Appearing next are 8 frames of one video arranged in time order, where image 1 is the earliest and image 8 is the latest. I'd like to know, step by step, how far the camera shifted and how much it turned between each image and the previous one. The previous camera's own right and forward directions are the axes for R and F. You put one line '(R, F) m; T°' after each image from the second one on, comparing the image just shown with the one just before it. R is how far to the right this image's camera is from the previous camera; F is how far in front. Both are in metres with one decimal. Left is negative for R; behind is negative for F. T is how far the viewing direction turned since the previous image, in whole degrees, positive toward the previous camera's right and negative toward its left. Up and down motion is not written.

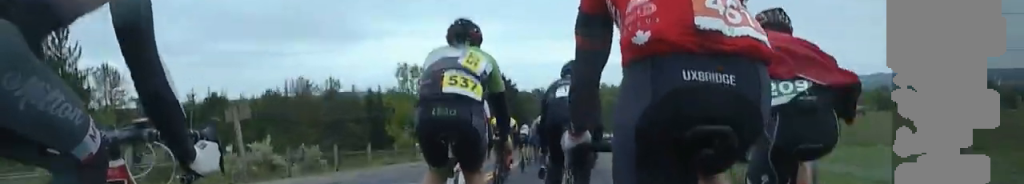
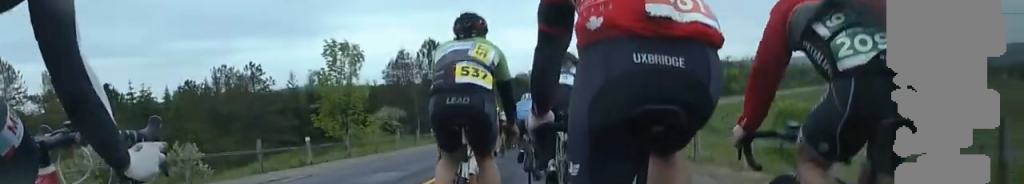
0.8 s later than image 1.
(0.0, +9.9) m; 0°
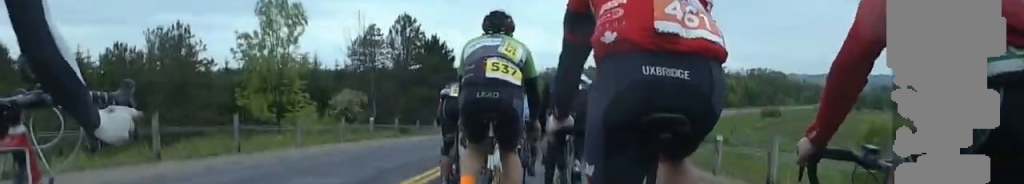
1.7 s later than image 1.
(0.0, +10.2) m; 0°
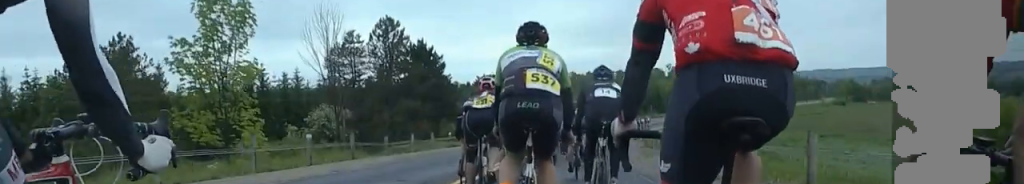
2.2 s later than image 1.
(0.0, +6.3) m; +1°
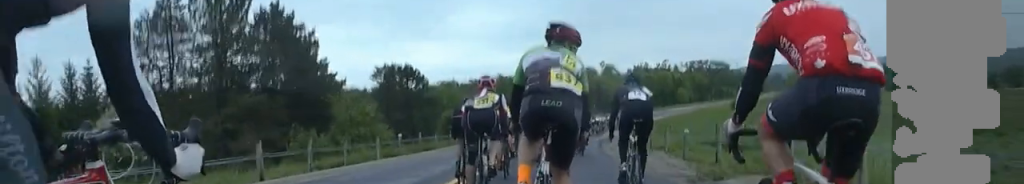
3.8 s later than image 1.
(+0.3, +19.4) m; -1°
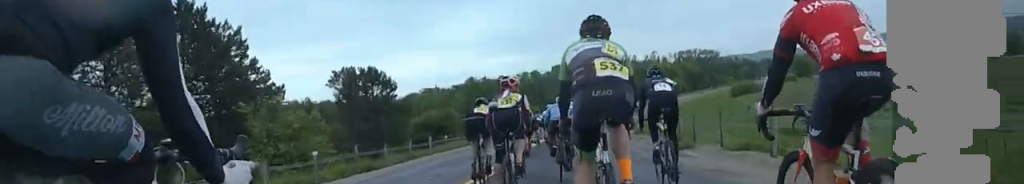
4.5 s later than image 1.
(0.0, +8.6) m; -6°
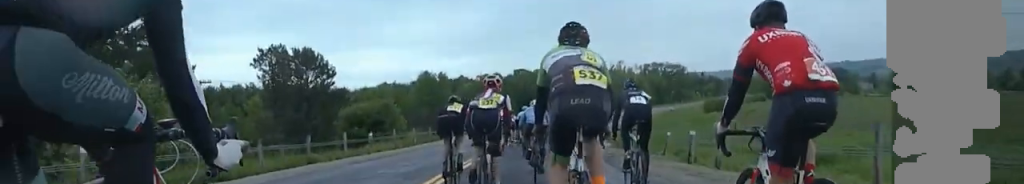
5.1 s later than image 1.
(-0.6, +7.0) m; 0°
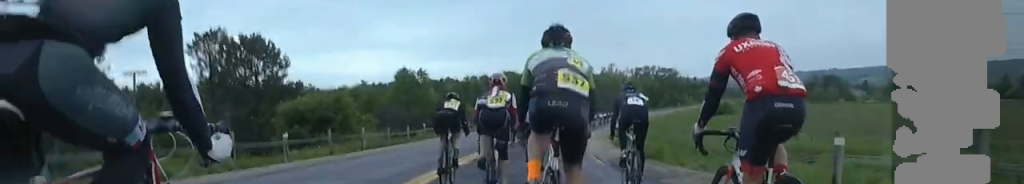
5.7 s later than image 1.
(-0.9, +7.0) m; +1°
